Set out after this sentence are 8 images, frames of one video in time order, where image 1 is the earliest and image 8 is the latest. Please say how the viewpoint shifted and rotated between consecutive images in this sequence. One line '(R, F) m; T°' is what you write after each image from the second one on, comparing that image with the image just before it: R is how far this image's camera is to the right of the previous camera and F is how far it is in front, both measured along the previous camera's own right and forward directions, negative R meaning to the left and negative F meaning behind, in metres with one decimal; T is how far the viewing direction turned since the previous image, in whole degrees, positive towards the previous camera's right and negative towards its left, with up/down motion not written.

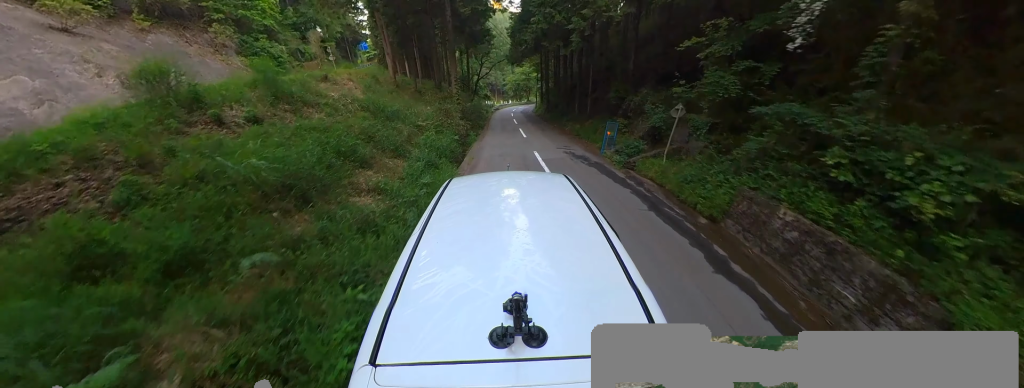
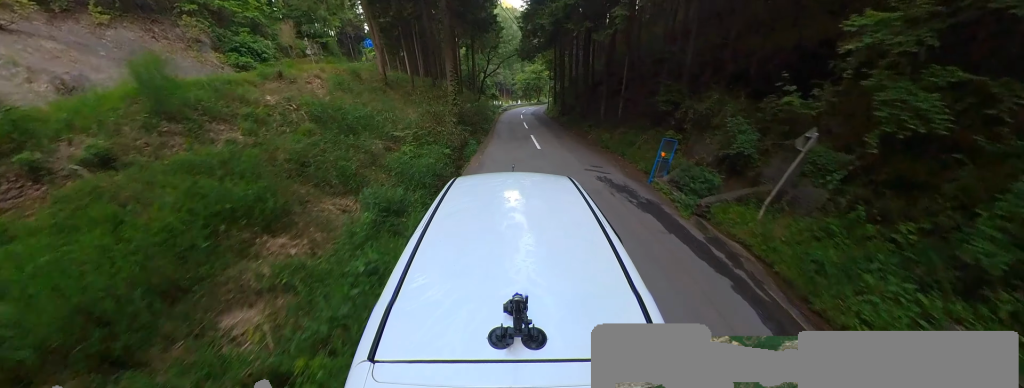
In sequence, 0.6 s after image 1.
(+0.2, +4.3) m; +2°
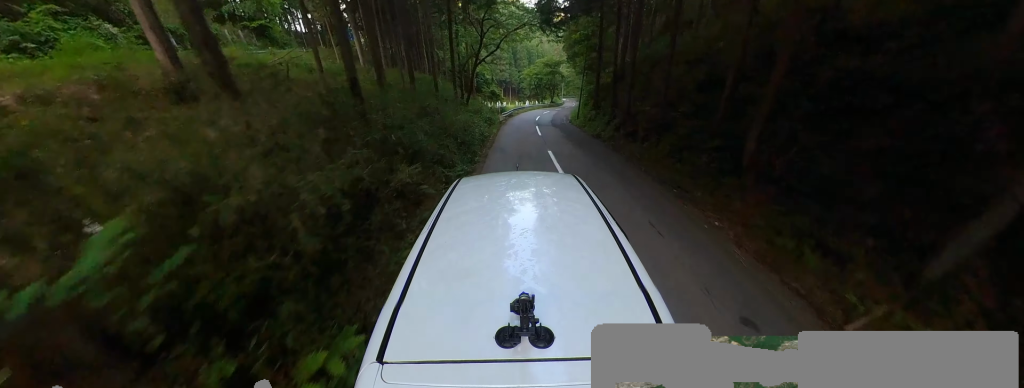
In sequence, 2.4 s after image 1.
(-2.0, +15.9) m; -6°
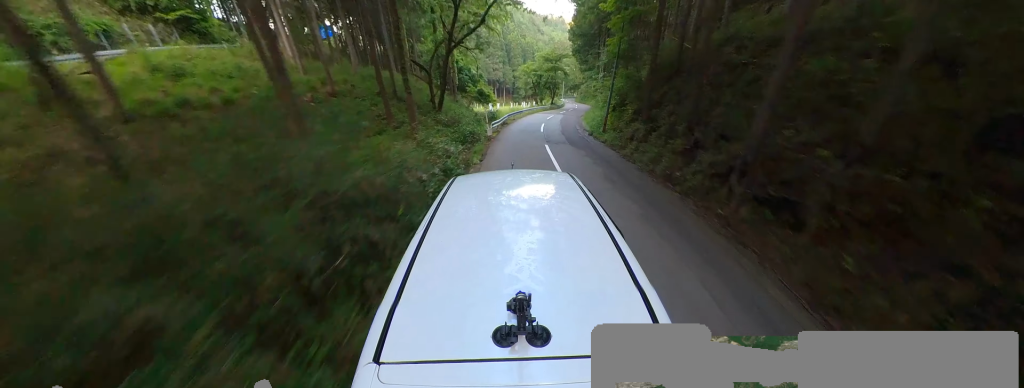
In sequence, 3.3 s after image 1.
(+1.0, +8.9) m; +8°
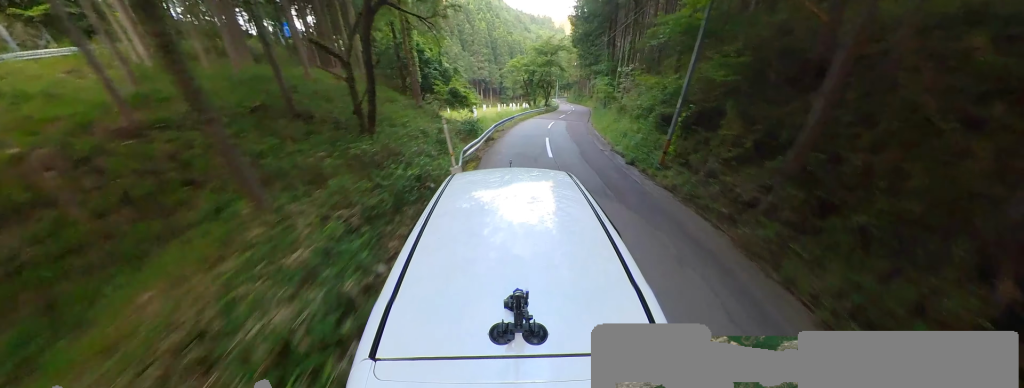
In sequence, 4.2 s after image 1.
(+0.5, +8.2) m; +7°
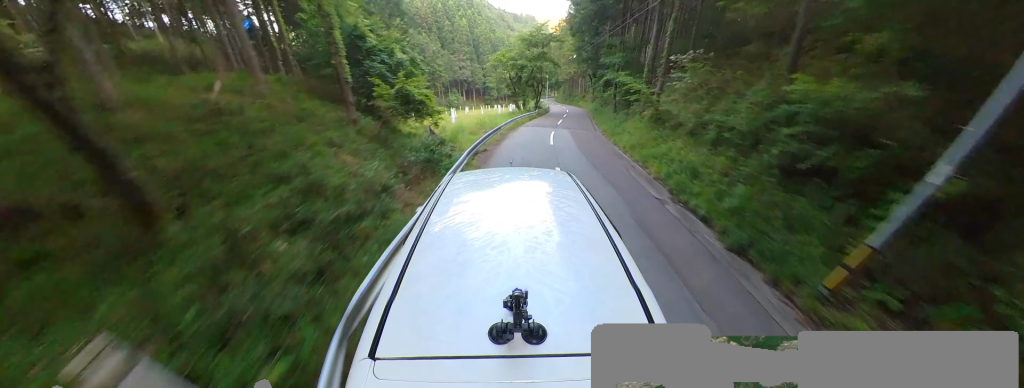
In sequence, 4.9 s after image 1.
(+0.1, +6.8) m; +3°
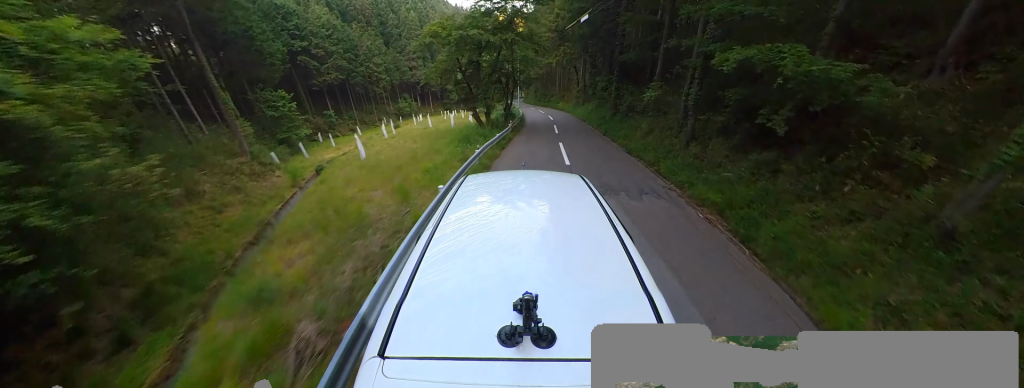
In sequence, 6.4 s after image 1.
(+0.1, +14.7) m; +2°
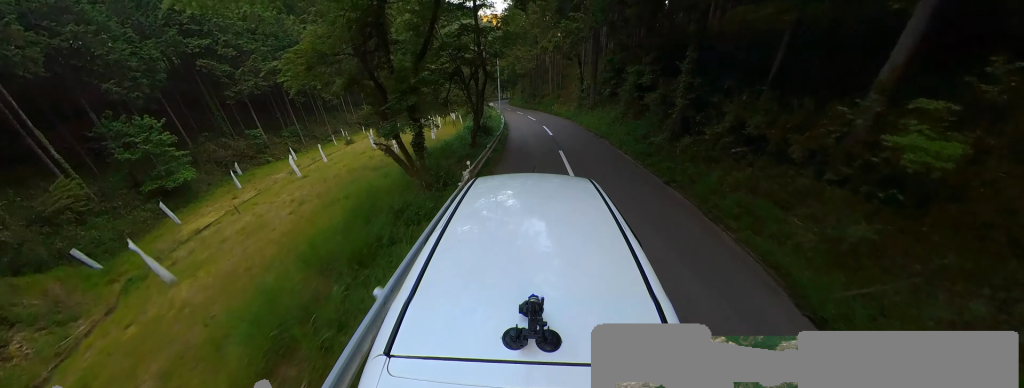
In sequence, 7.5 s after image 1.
(+1.0, +12.0) m; +8°
